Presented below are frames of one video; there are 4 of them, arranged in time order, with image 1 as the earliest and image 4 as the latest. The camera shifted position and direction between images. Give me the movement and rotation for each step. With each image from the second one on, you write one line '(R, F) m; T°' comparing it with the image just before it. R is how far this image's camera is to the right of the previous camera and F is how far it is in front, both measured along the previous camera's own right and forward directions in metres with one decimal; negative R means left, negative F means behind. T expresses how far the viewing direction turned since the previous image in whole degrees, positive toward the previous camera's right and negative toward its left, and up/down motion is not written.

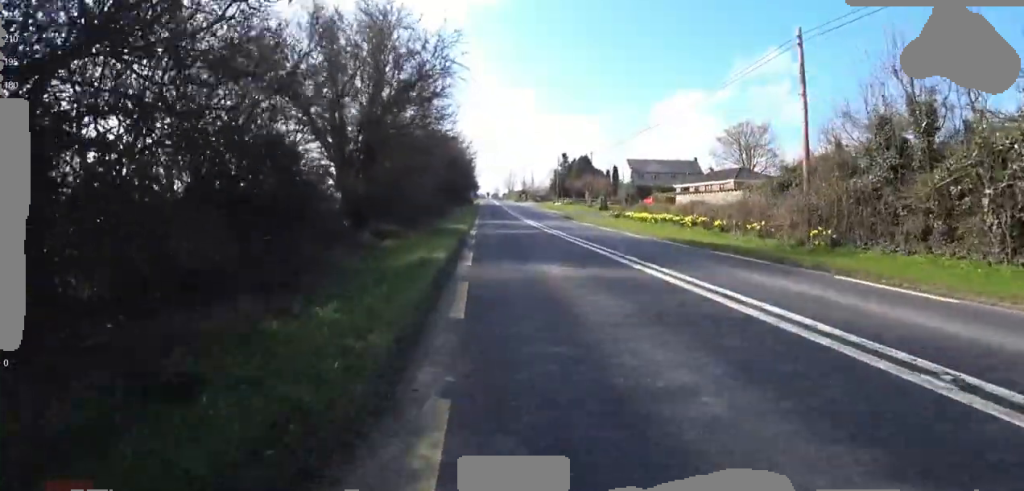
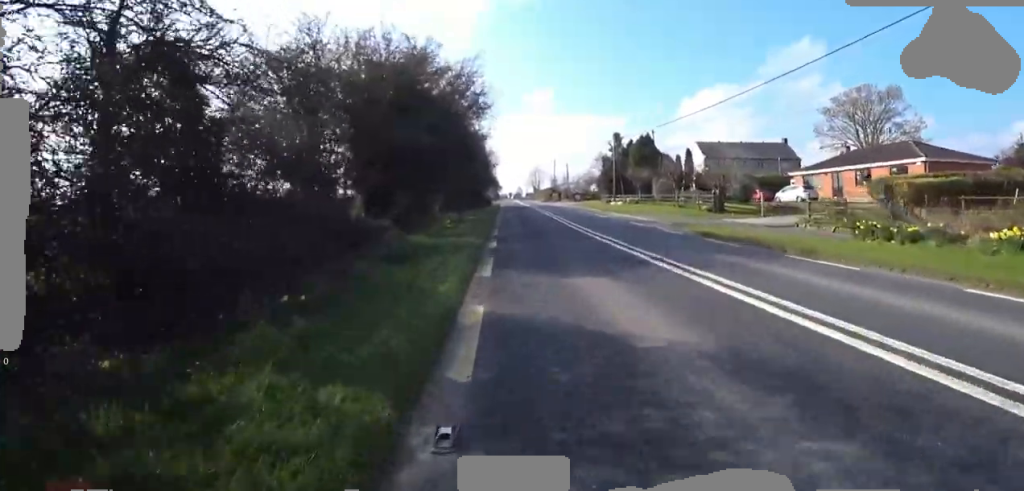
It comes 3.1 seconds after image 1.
(+0.1, +19.5) m; -1°
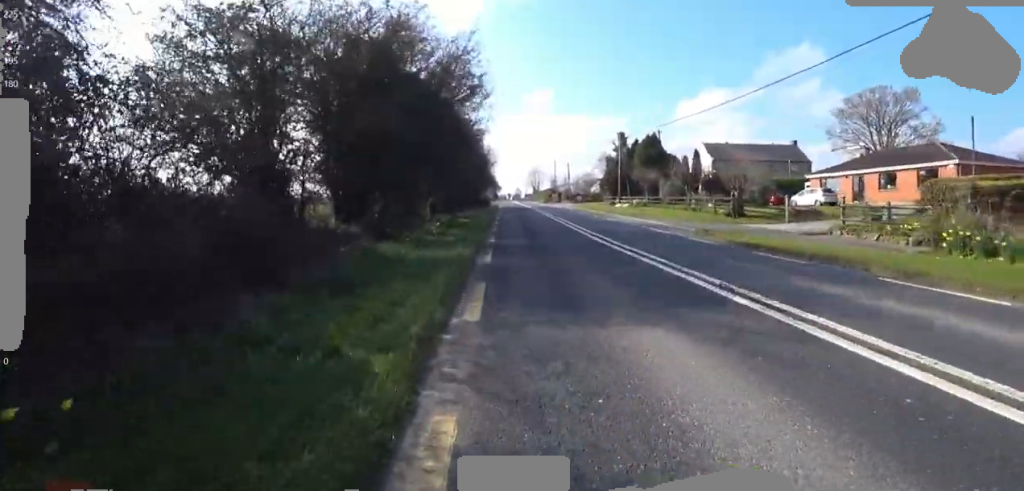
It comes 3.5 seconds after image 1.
(0.0, +2.2) m; -2°
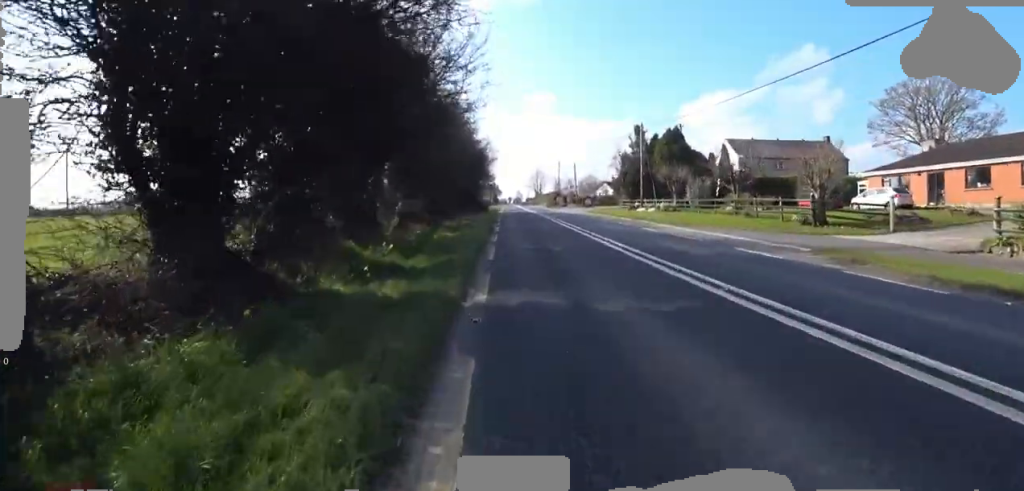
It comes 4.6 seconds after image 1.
(-0.3, +6.2) m; +3°
